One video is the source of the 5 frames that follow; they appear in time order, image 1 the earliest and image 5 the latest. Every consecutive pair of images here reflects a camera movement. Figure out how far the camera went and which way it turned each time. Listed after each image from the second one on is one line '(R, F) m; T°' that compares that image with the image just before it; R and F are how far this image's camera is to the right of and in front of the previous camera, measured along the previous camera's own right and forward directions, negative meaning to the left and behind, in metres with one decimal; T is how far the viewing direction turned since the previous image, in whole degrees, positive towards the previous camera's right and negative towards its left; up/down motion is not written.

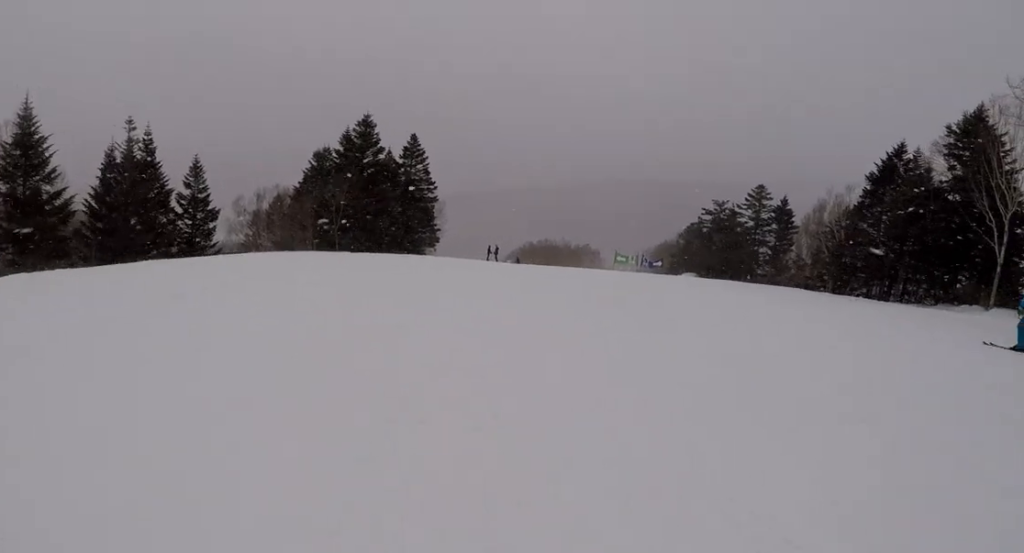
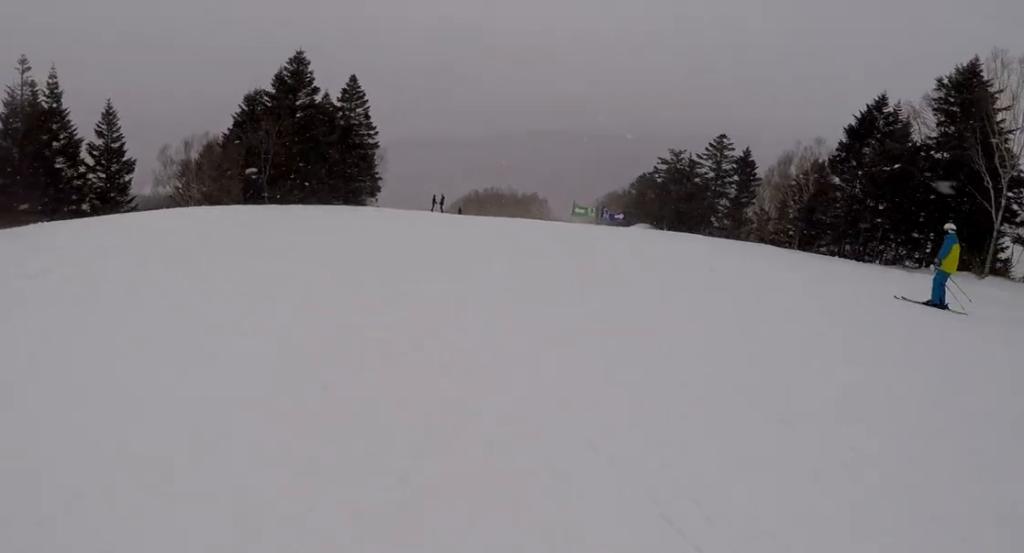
(+0.2, +3.5) m; +6°
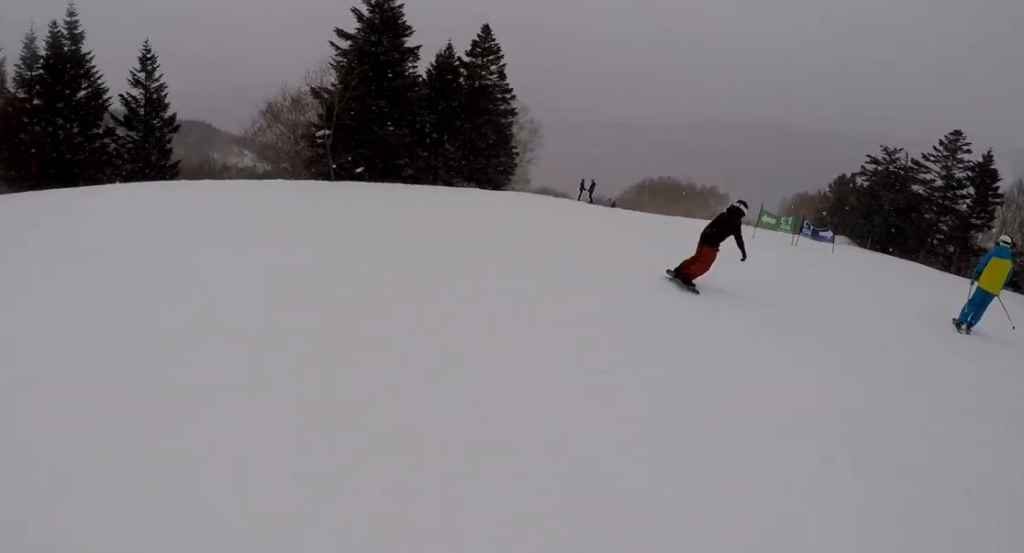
(+0.5, +11.7) m; -14°
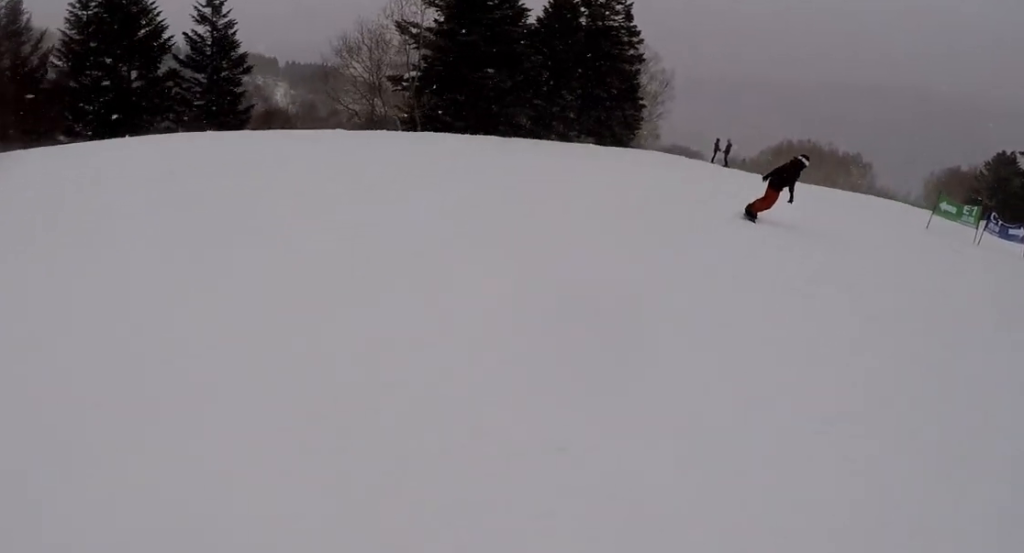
(-1.9, +4.4) m; -9°
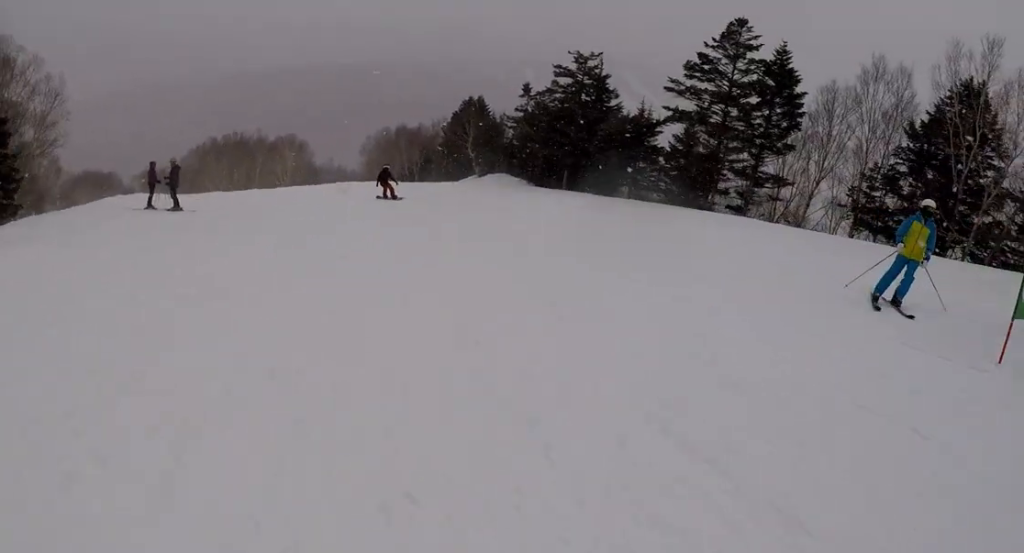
(+5.4, +18.3) m; +31°
